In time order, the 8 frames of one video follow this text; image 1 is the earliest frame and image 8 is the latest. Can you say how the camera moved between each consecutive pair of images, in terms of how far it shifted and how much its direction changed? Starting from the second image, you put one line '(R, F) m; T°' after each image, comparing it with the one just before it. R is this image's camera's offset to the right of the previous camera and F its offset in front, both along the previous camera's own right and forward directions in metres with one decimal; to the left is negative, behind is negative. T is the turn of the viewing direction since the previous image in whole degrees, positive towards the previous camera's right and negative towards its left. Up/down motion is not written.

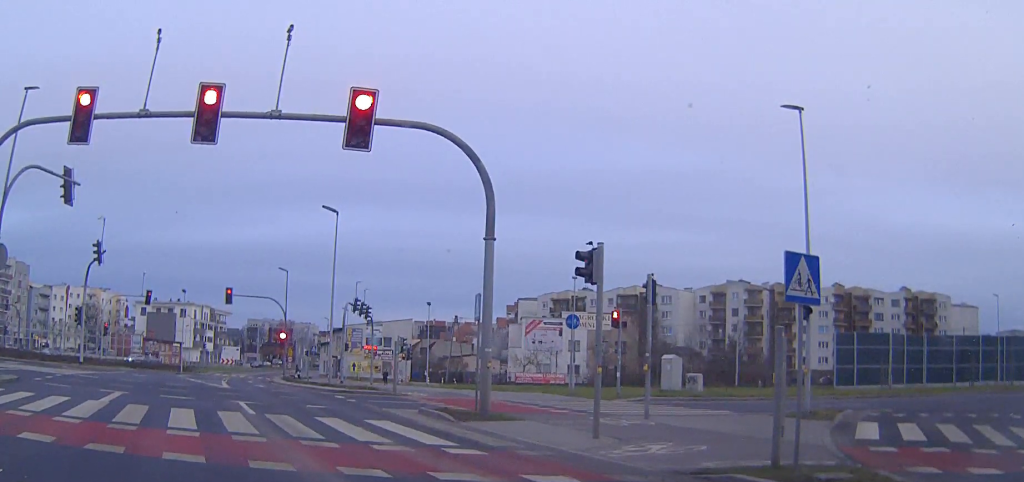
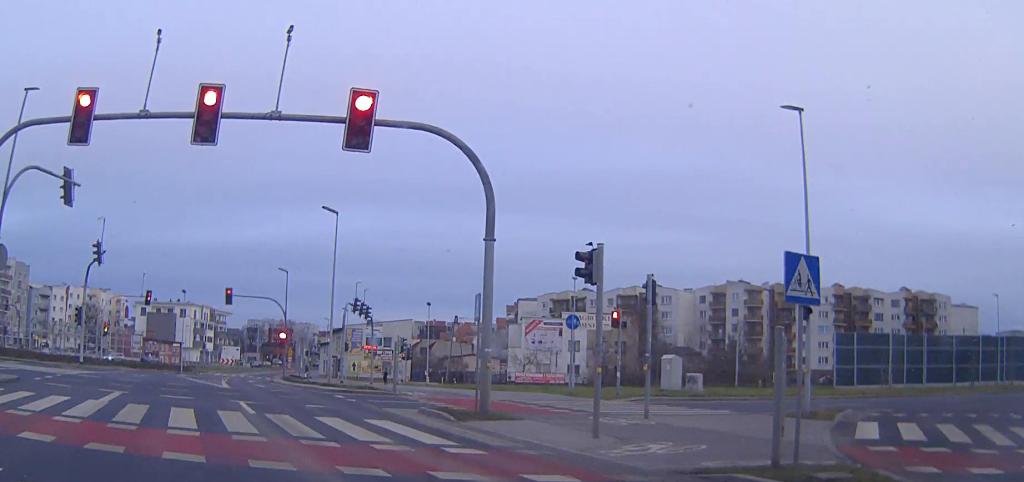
(0.0, 0.0) m; 0°
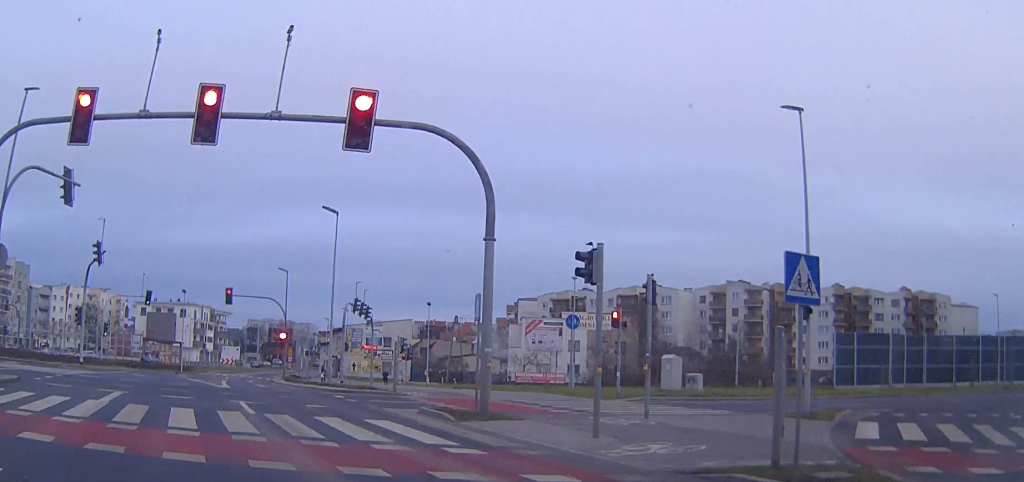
(0.0, 0.0) m; 0°
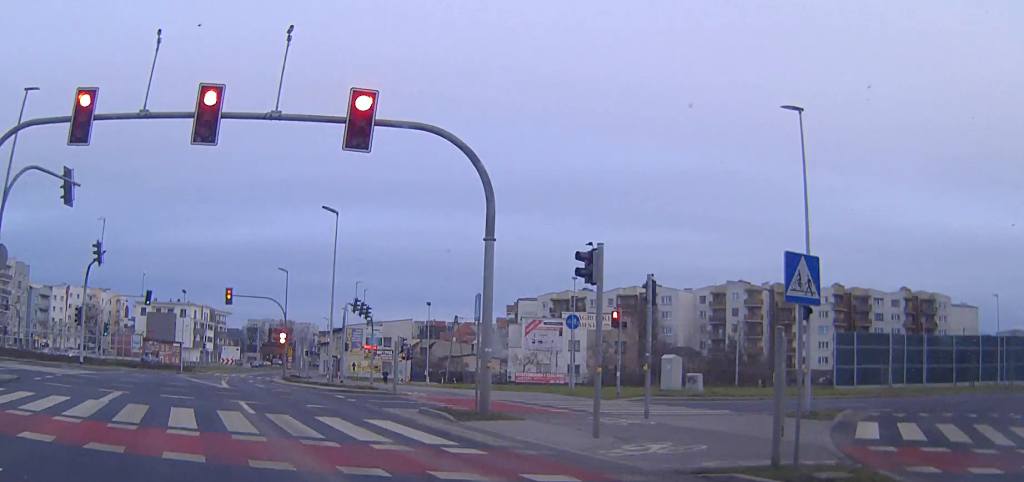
(0.0, 0.0) m; 0°
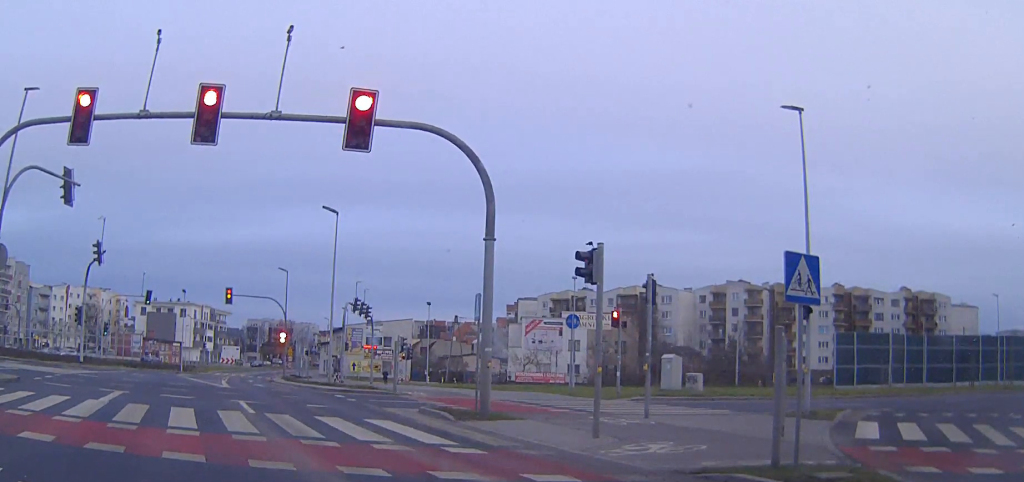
(0.0, 0.0) m; 0°
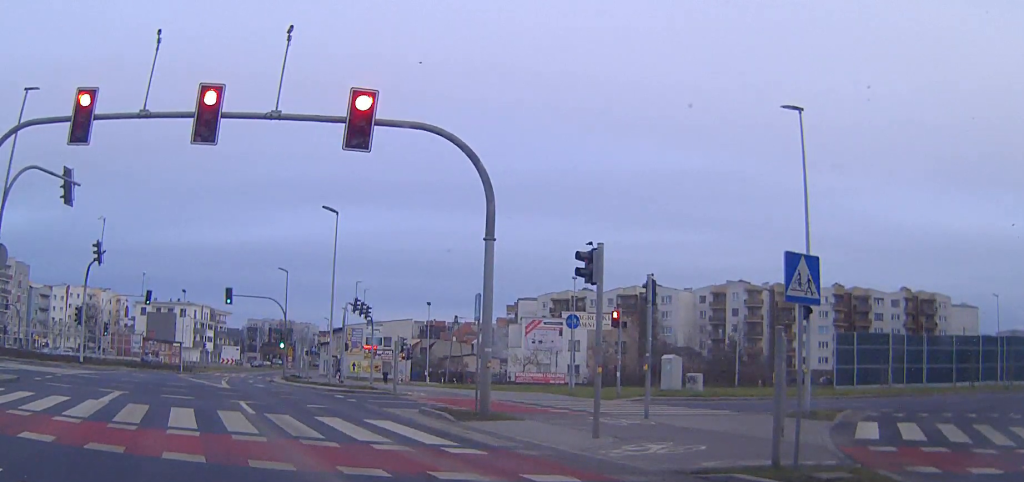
(0.0, 0.0) m; 0°
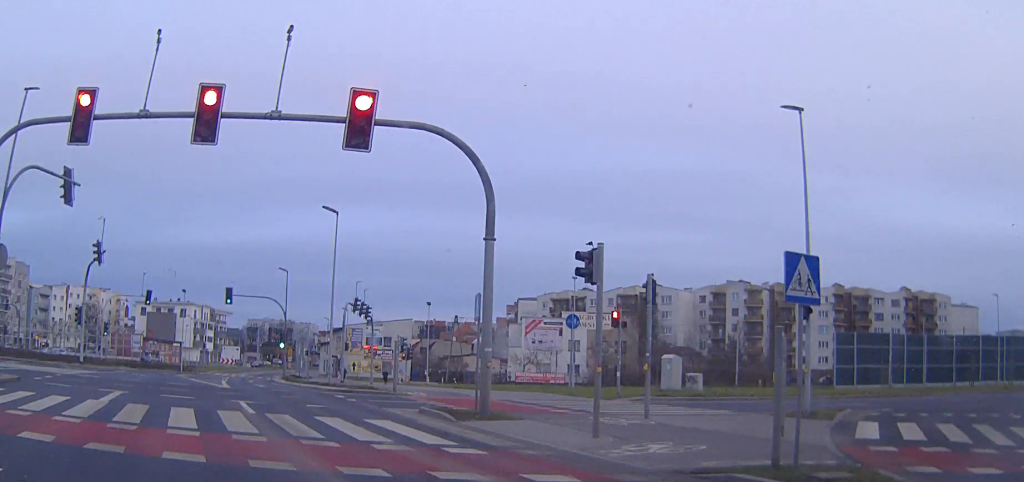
(0.0, 0.0) m; 0°
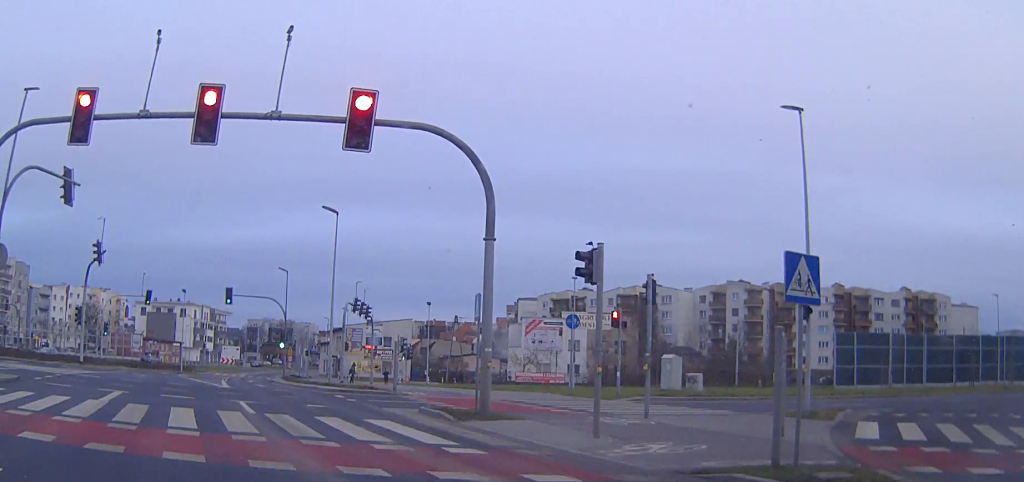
(0.0, 0.0) m; 0°
